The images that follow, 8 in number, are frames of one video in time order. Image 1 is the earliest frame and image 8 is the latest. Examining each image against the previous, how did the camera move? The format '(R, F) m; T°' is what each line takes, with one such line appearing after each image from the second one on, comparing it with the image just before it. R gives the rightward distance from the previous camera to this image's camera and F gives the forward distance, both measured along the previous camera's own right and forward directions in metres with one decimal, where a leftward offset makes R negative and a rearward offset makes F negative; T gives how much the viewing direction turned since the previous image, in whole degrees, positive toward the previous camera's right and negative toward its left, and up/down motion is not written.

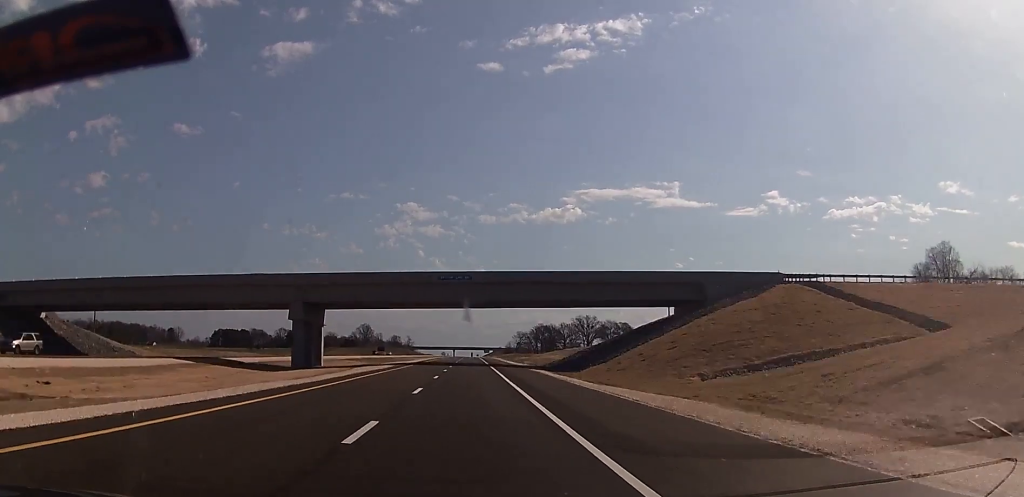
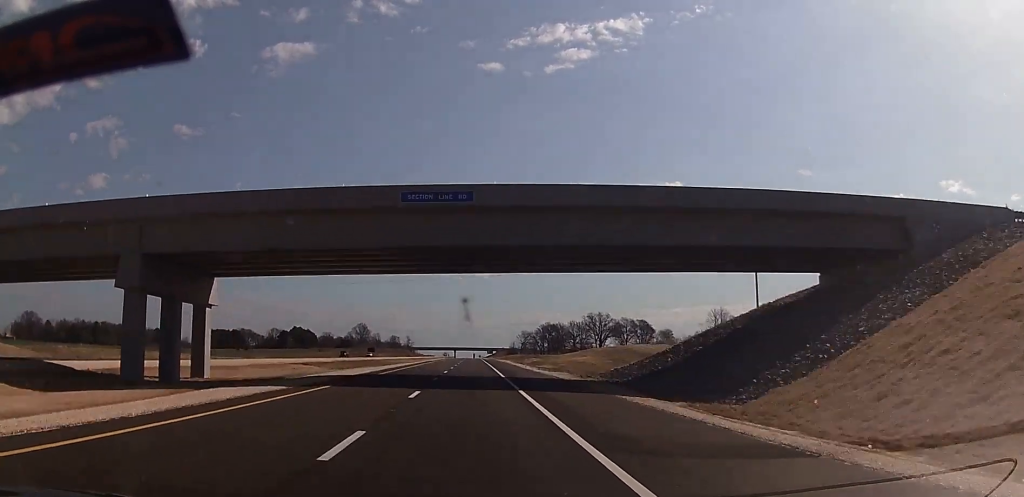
(+0.1, +37.8) m; 0°
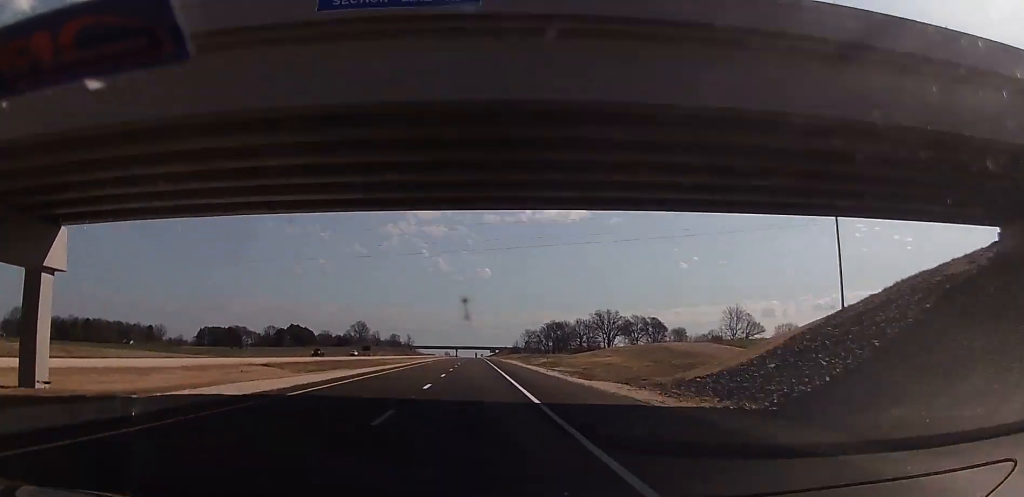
(+0.1, +20.1) m; 0°
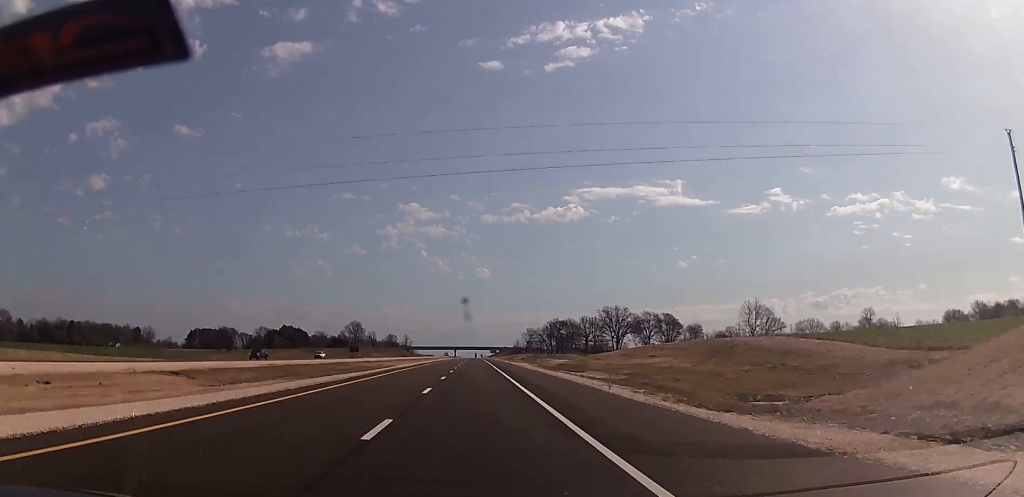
(-0.3, +26.0) m; -1°
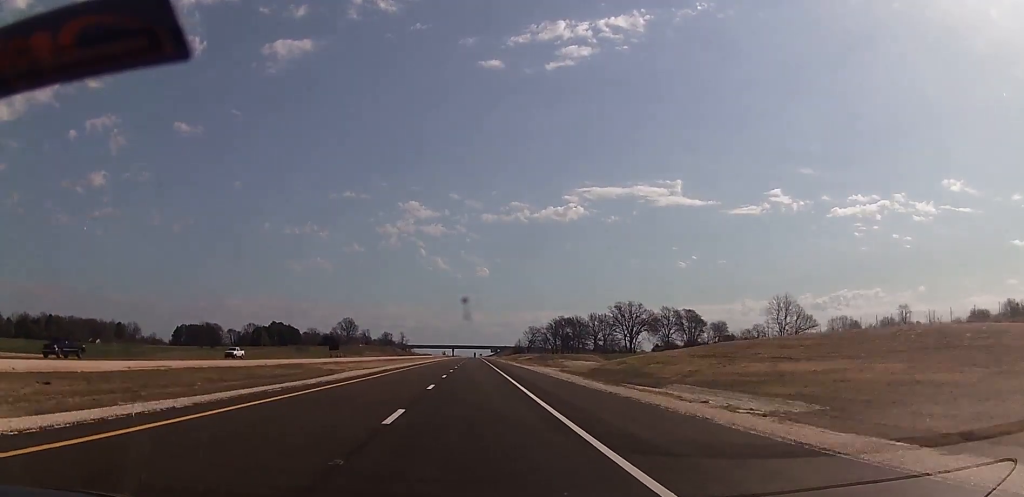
(0.0, +34.4) m; 0°
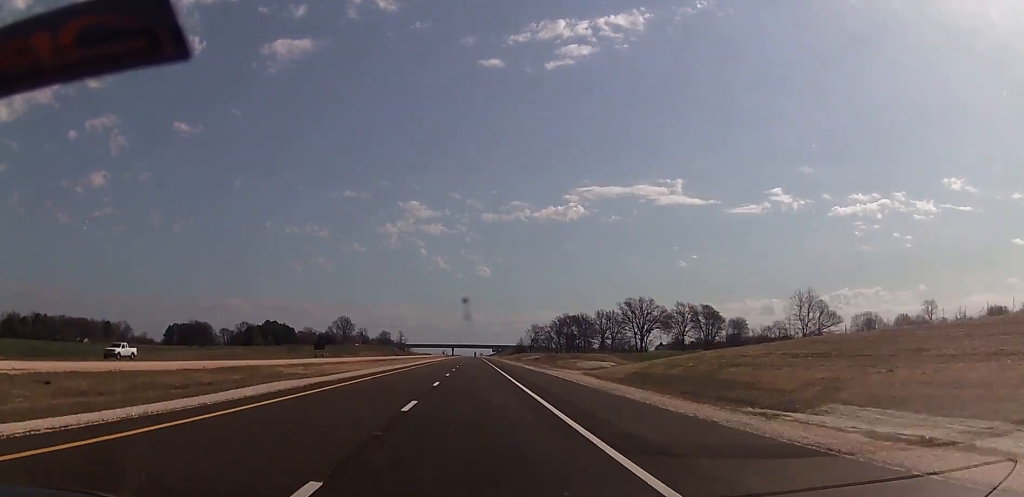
(0.0, +21.3) m; 0°
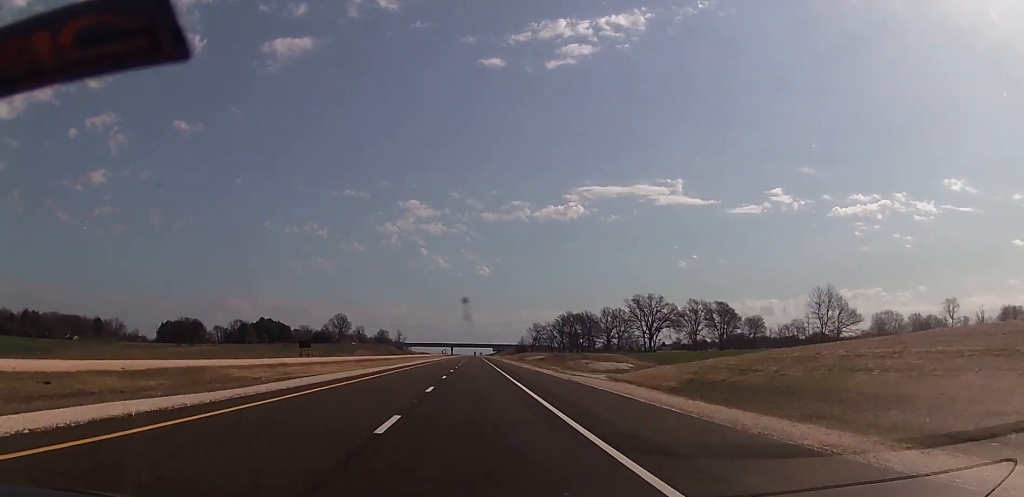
(0.0, +16.6) m; 0°
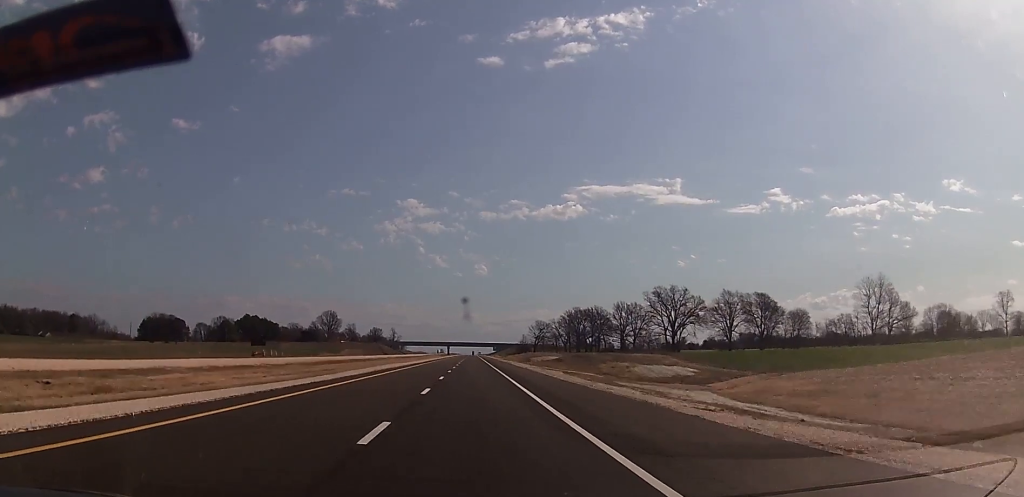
(0.0, +37.7) m; 0°
